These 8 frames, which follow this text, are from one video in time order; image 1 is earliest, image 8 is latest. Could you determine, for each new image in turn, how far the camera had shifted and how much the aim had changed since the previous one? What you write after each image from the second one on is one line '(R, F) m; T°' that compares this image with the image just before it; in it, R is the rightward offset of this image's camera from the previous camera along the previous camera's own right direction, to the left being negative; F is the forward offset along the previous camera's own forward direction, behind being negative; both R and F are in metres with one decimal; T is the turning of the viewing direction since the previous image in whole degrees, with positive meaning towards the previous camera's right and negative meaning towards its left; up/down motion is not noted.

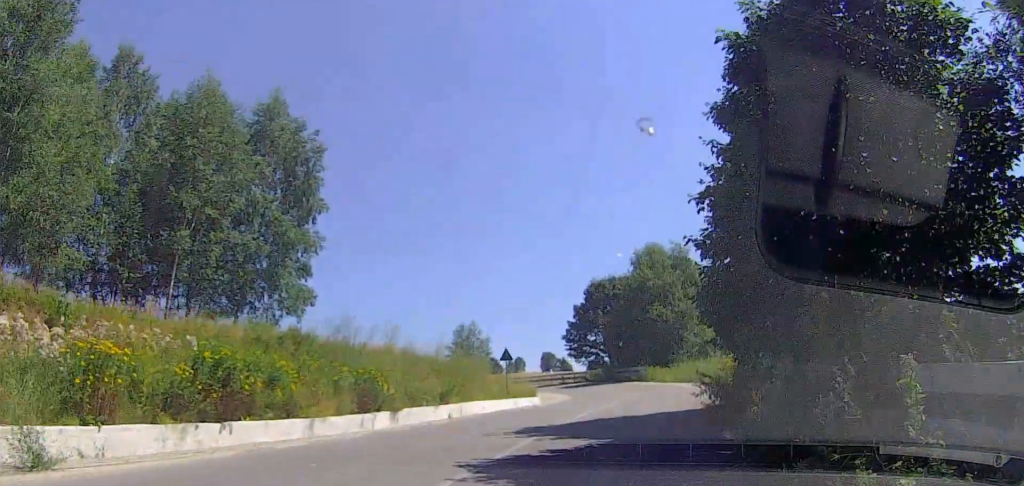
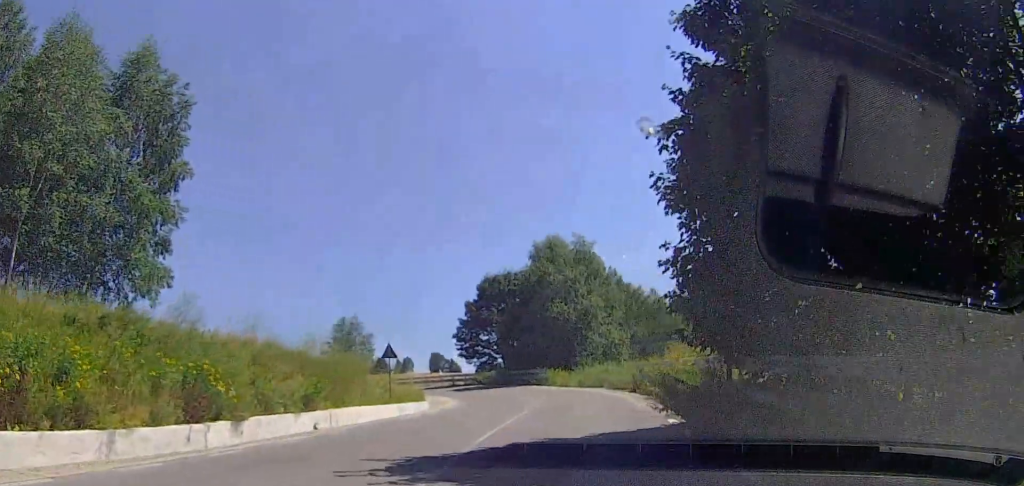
(+0.7, +4.8) m; +6°
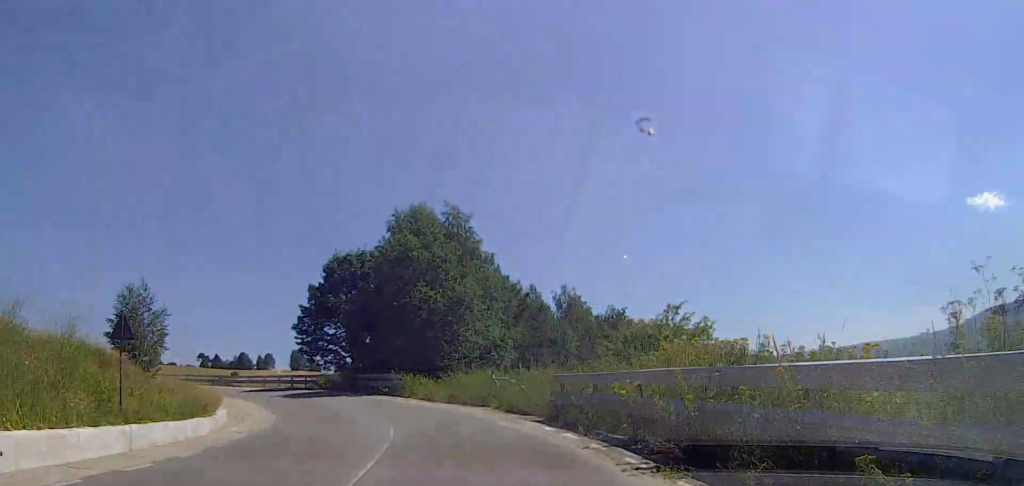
(+1.8, +12.6) m; +12°
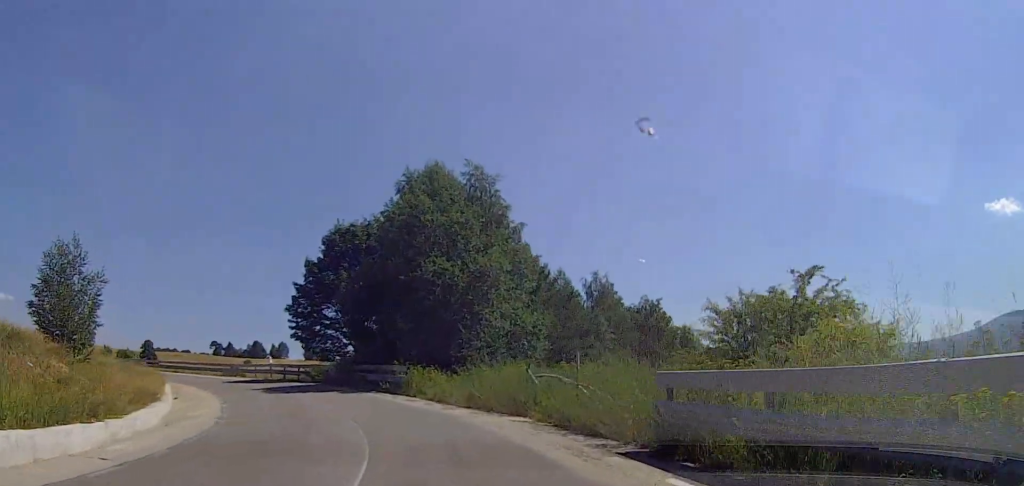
(+0.4, +7.8) m; +1°
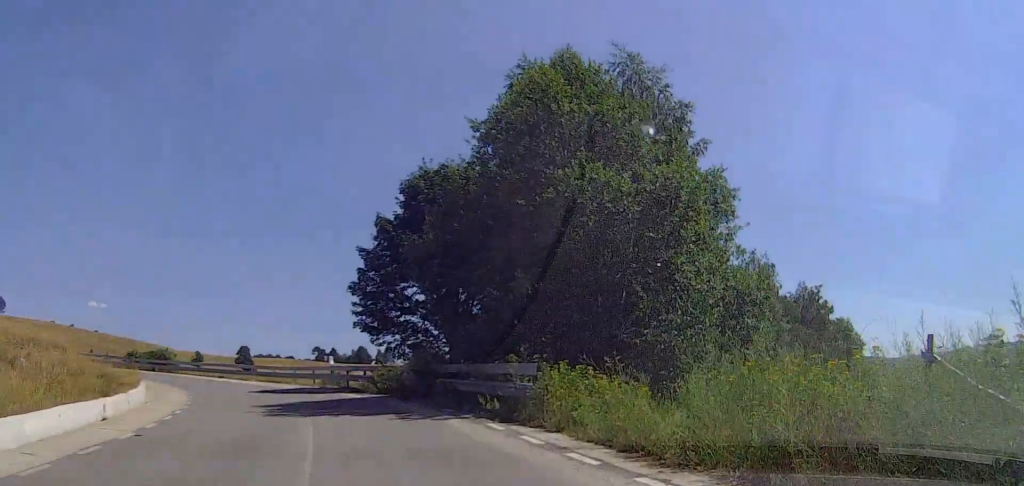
(-0.6, +14.0) m; -10°
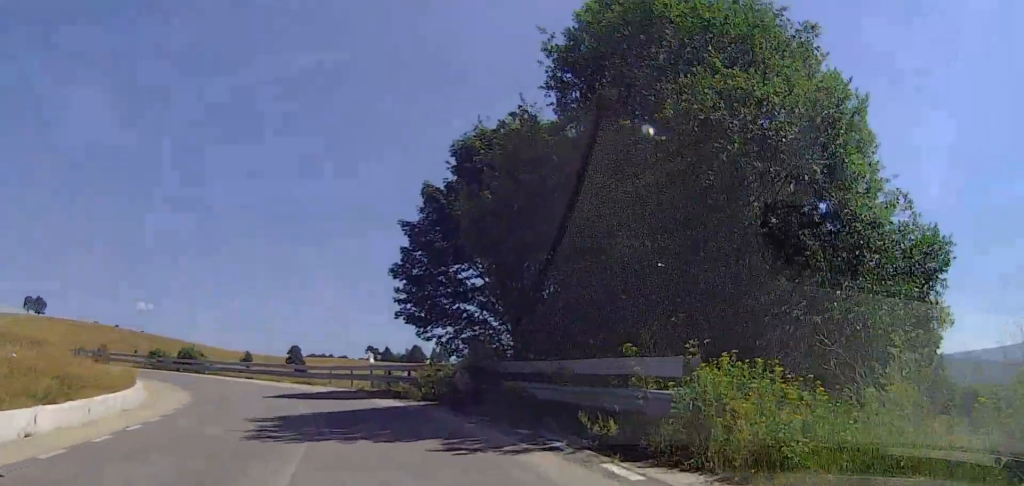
(-0.1, +5.3) m; -5°
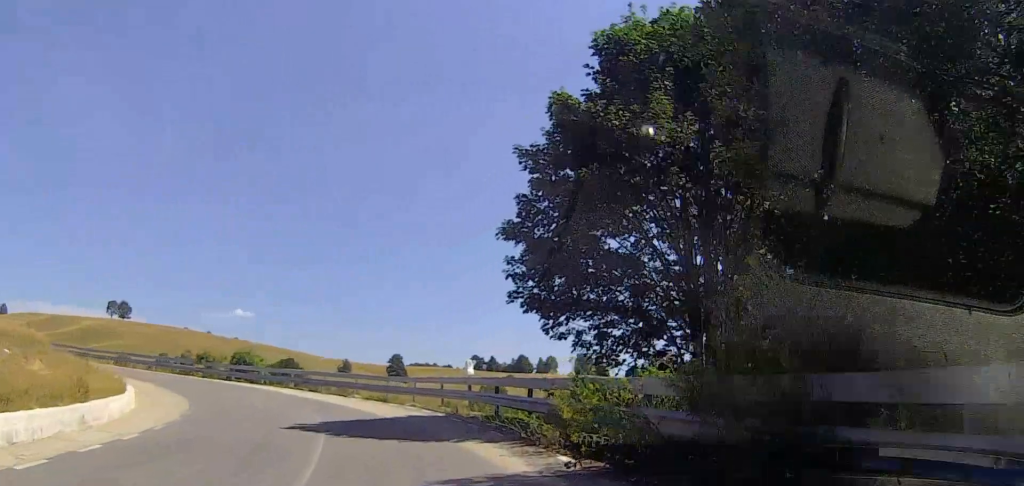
(-0.8, +9.7) m; -8°
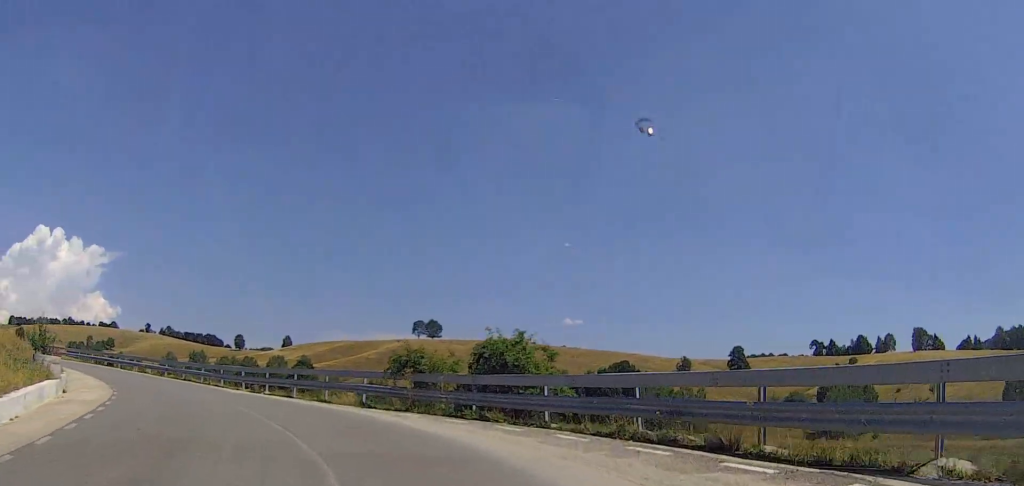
(-3.7, +25.8) m; -21°
